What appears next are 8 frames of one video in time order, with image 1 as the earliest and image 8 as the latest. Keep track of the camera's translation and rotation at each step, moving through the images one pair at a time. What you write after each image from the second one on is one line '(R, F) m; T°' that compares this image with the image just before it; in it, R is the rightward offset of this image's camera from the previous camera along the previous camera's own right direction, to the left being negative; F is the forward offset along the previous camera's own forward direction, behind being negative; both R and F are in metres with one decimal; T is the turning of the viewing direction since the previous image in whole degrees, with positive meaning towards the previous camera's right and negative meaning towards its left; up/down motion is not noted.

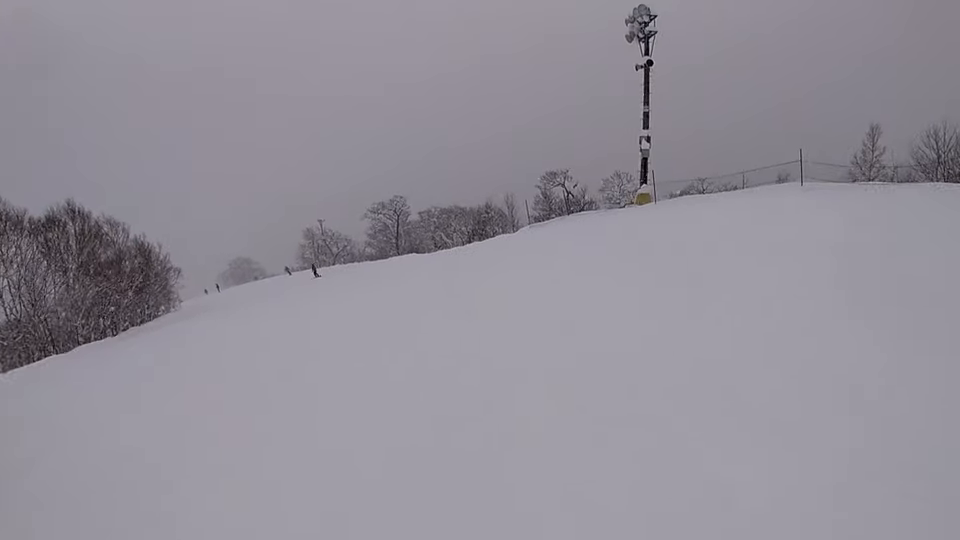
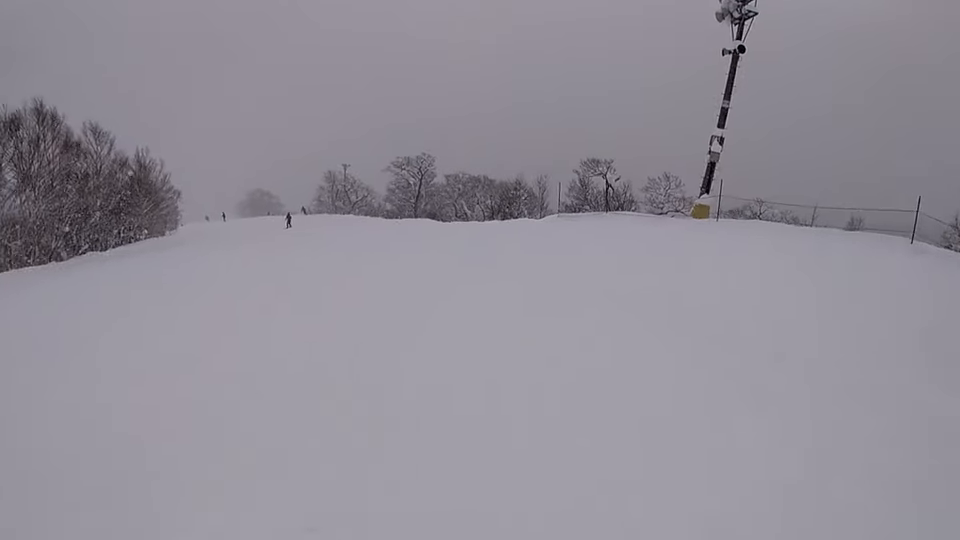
(+0.5, +4.6) m; +2°
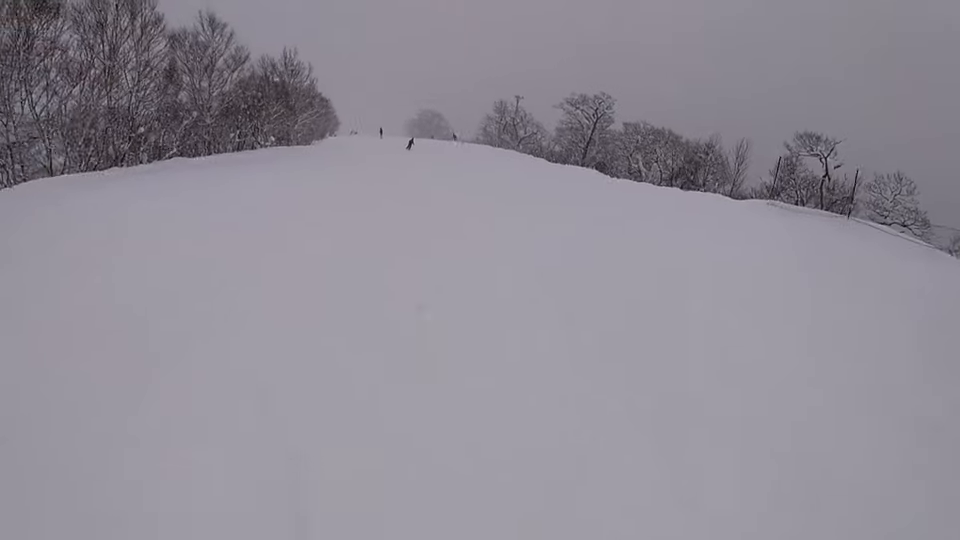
(+0.6, +7.0) m; -10°
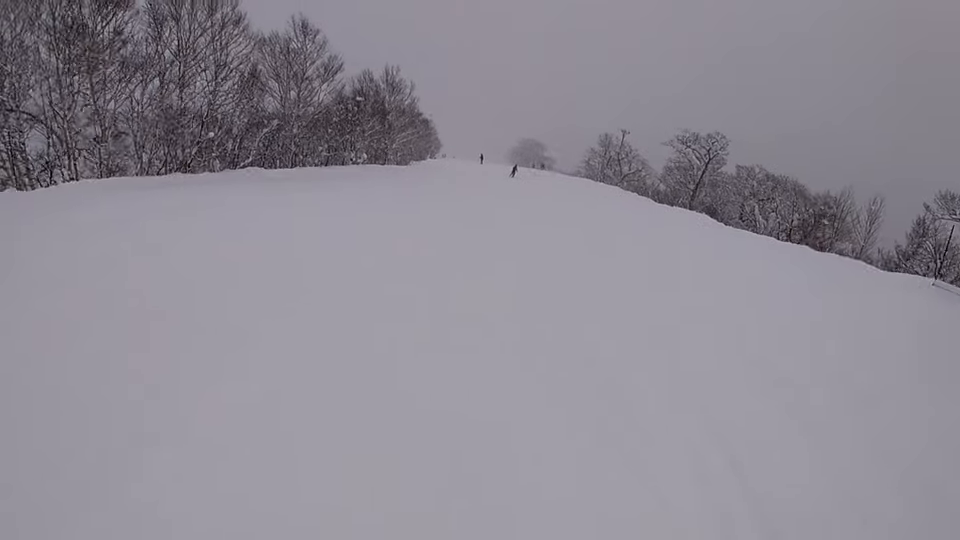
(-0.8, +3.3) m; -12°
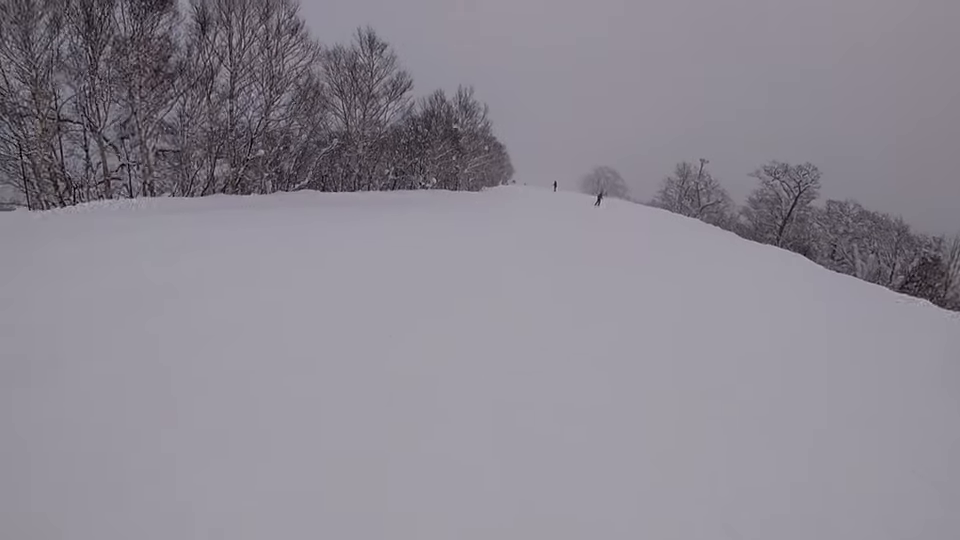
(-0.3, +3.1) m; -7°
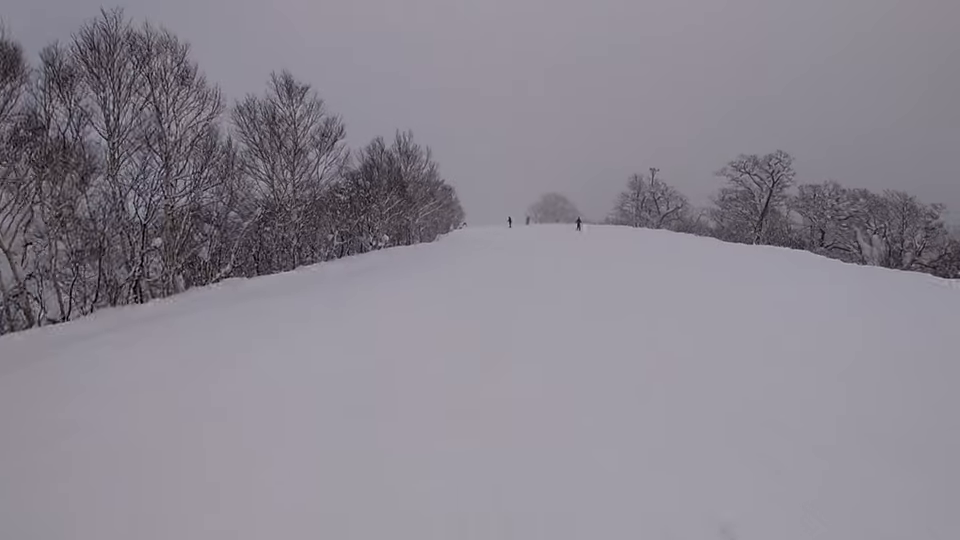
(-0.6, +5.2) m; +1°
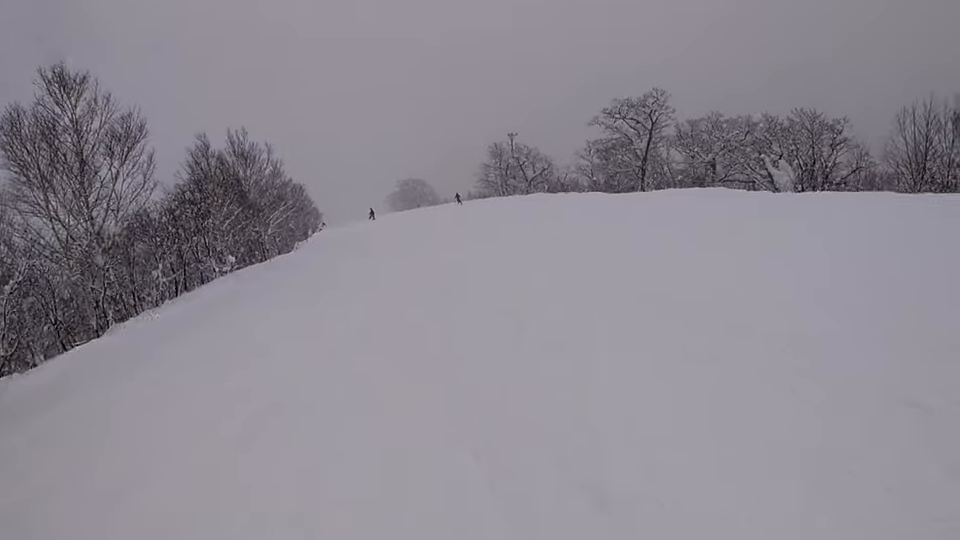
(+0.4, +5.5) m; +11°
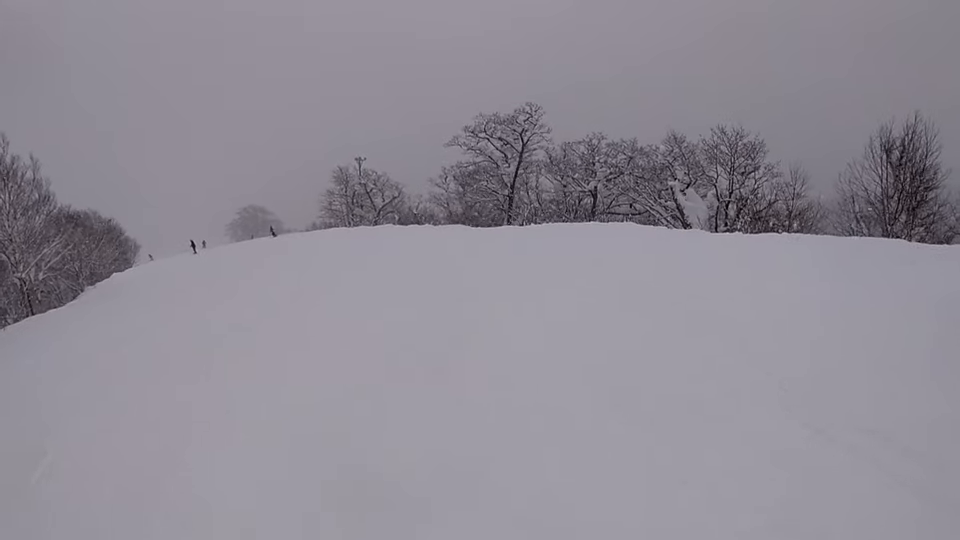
(+1.9, +8.6) m; +14°
